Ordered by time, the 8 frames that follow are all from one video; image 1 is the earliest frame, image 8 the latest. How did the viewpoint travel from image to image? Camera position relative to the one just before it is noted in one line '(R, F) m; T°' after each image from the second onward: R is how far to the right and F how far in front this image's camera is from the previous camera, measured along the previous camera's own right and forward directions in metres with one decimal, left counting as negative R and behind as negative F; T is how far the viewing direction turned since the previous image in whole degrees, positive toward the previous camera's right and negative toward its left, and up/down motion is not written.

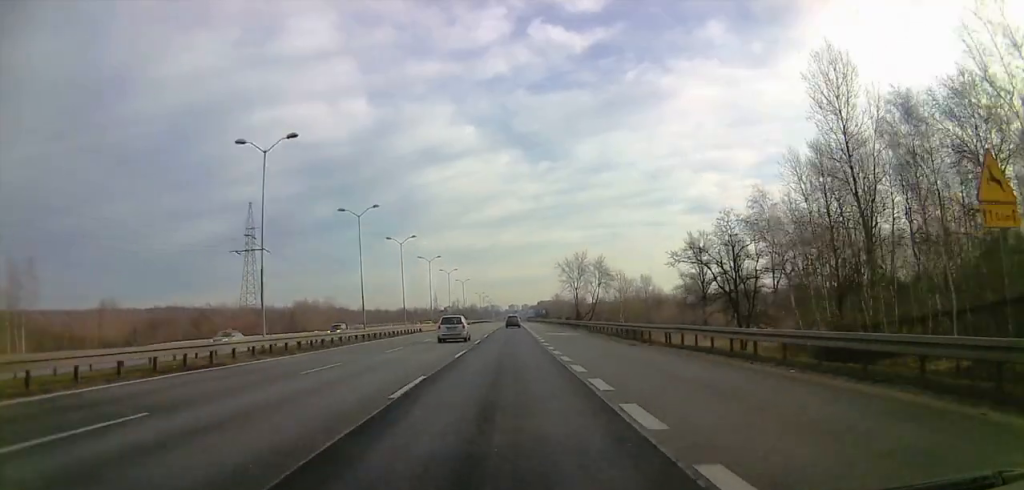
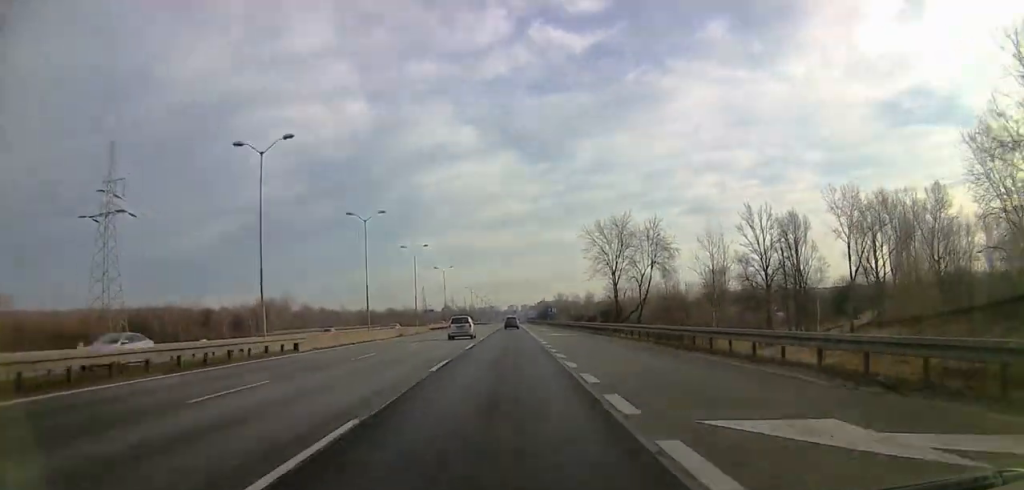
(0.0, +42.3) m; 0°
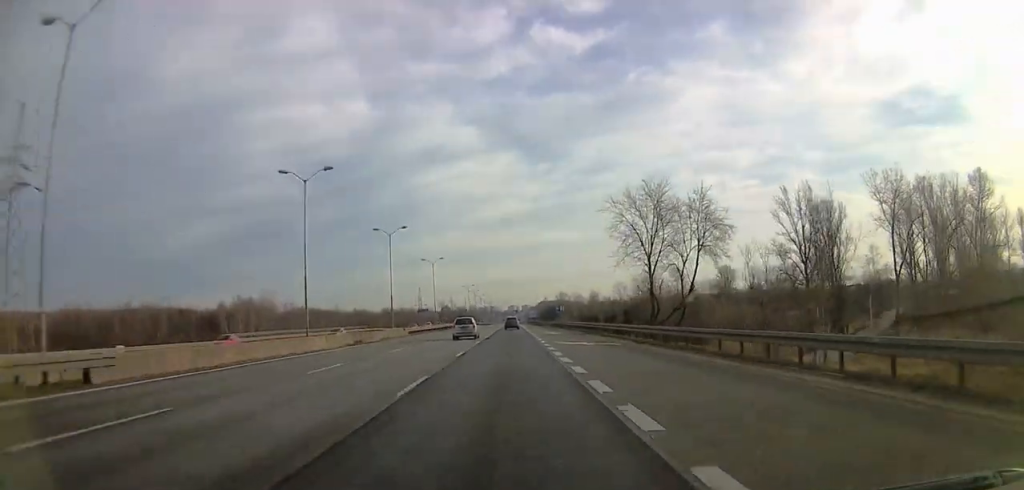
(0.0, +17.0) m; 0°
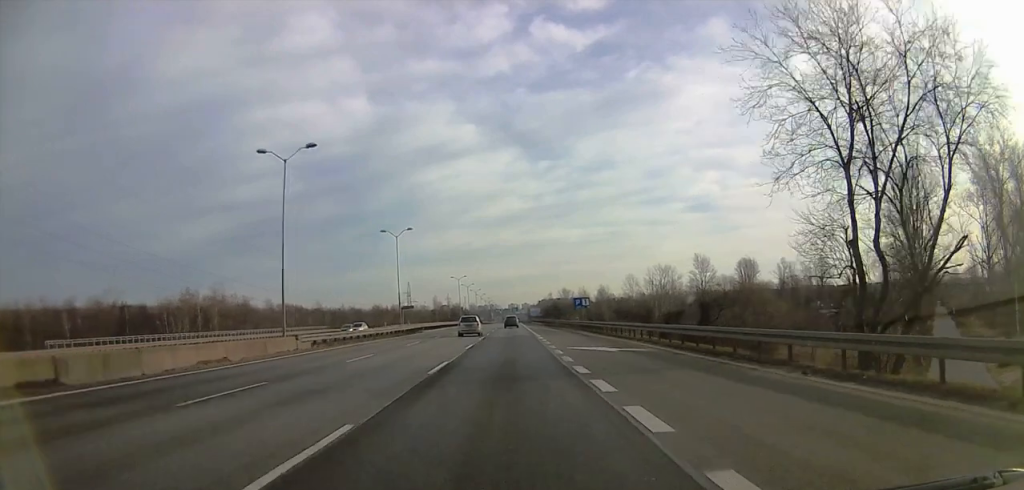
(0.0, +31.6) m; 0°
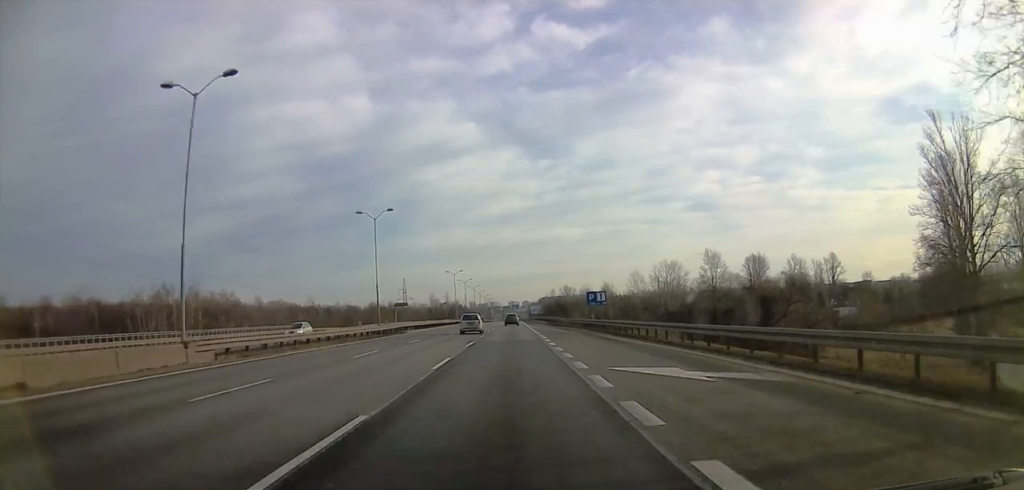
(0.0, +11.3) m; 0°
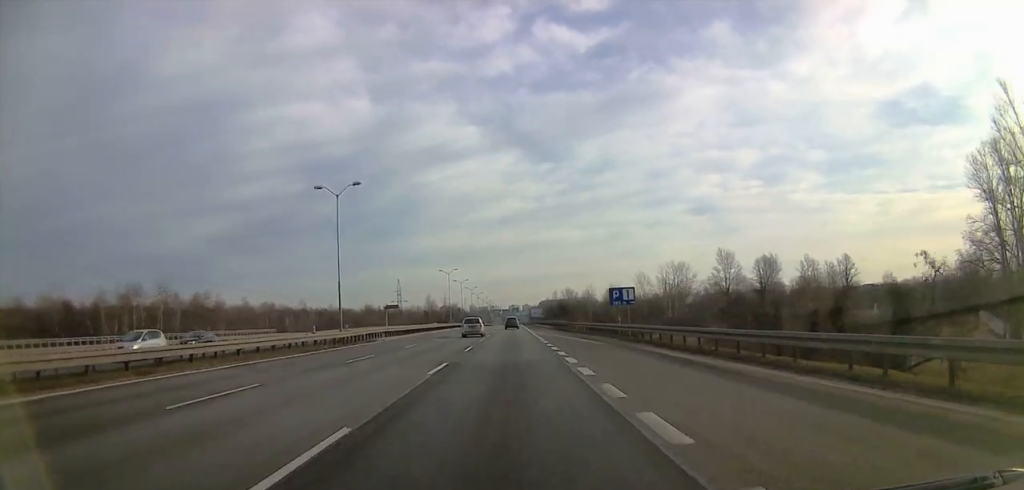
(0.0, +12.9) m; 0°
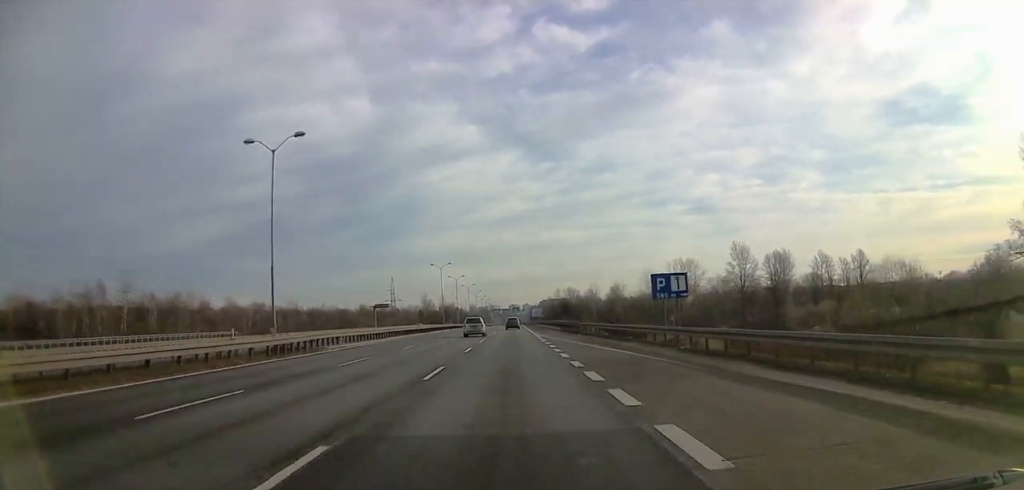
(0.0, +12.9) m; 0°
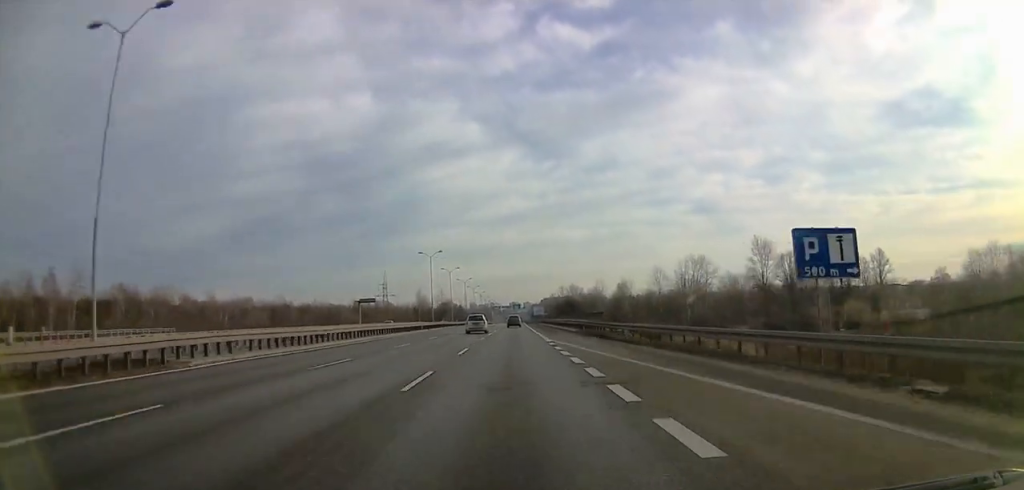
(0.0, +15.3) m; 0°
